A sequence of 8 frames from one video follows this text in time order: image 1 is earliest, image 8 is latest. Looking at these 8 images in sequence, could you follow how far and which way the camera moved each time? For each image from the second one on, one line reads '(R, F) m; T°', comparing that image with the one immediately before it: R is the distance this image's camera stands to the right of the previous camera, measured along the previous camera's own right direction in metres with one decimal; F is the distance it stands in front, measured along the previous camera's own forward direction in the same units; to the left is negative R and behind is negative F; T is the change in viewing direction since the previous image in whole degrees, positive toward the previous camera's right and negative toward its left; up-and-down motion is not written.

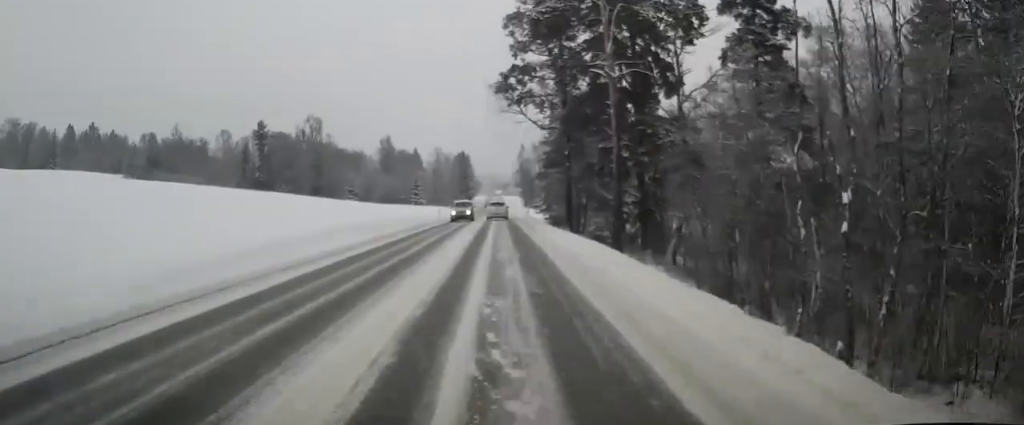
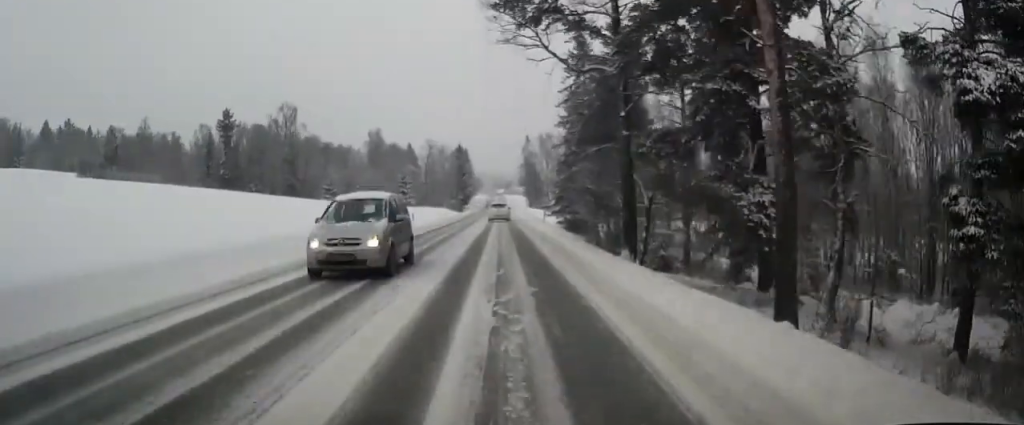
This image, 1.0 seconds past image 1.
(0.0, +17.9) m; 0°
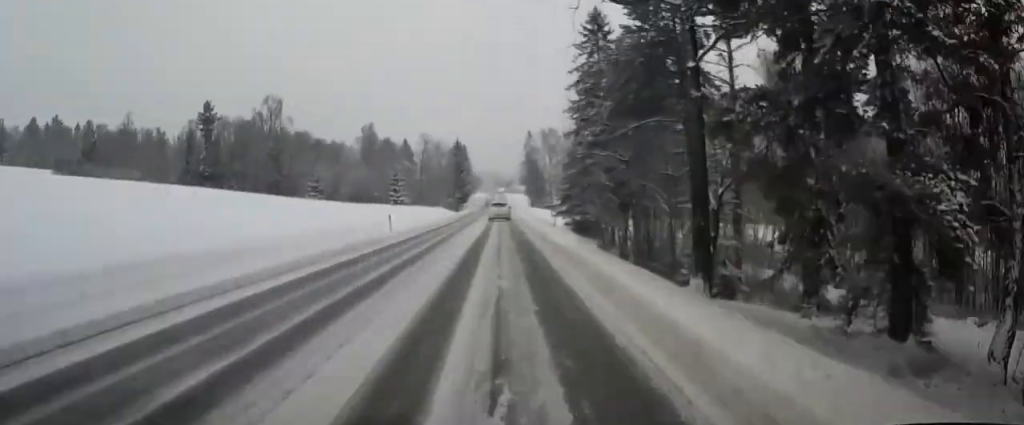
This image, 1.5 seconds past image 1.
(0.0, +8.1) m; 0°
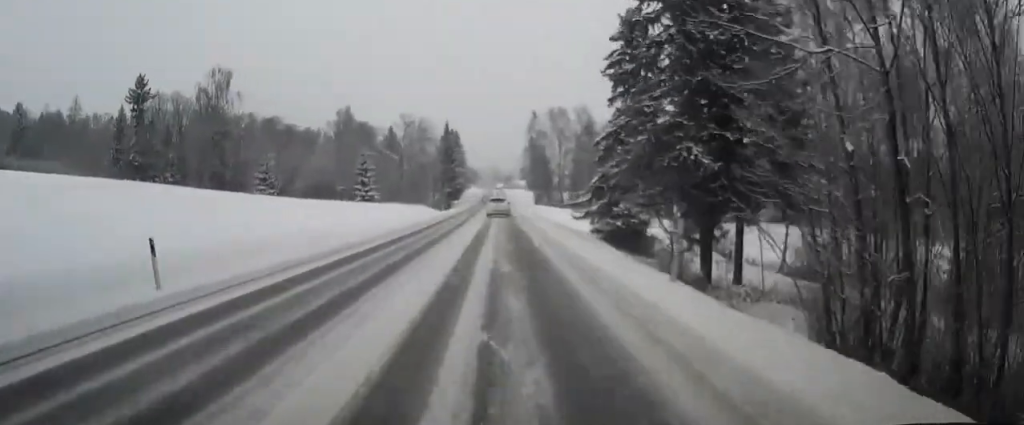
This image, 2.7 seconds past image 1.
(-0.1, +21.4) m; 0°
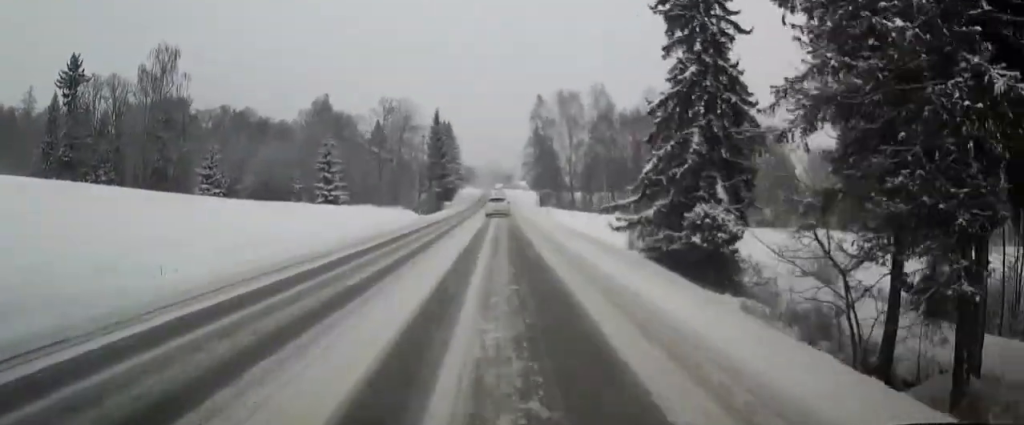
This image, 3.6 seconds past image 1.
(0.0, +15.8) m; 0°
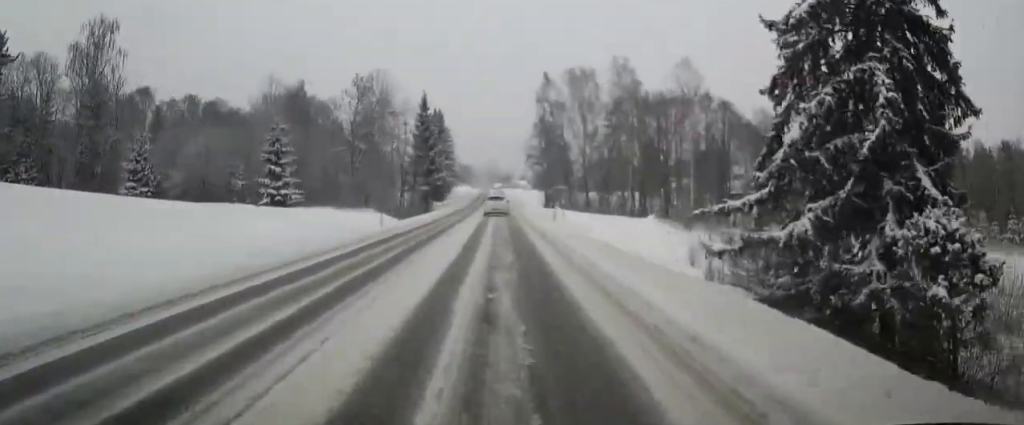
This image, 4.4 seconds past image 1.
(0.0, +14.1) m; 0°
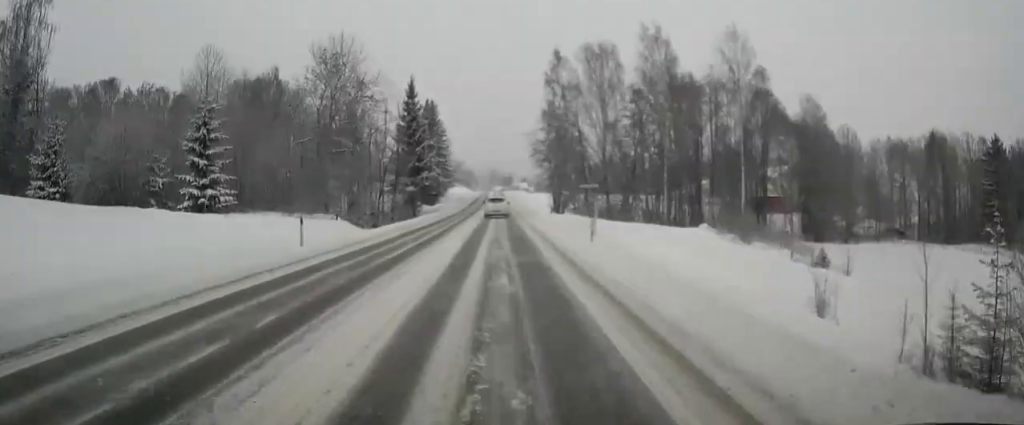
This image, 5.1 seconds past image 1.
(-0.1, +12.4) m; 0°
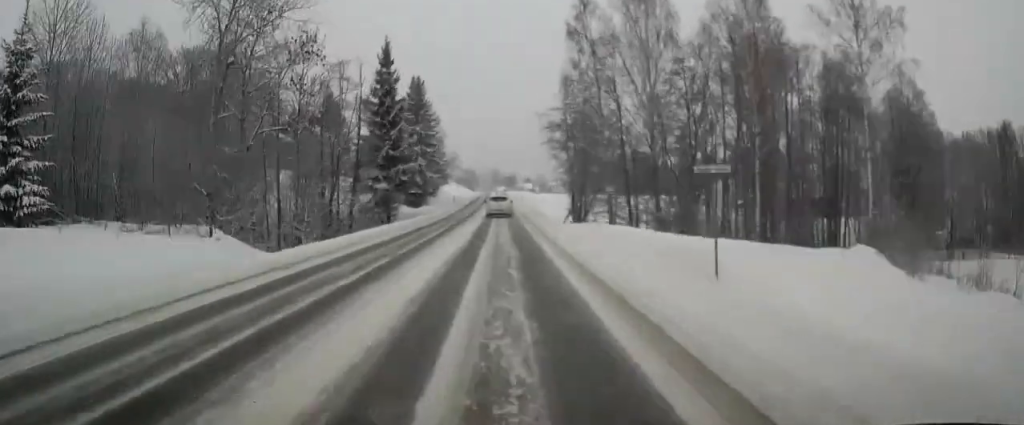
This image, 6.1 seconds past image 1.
(+0.1, +16.5) m; 0°
